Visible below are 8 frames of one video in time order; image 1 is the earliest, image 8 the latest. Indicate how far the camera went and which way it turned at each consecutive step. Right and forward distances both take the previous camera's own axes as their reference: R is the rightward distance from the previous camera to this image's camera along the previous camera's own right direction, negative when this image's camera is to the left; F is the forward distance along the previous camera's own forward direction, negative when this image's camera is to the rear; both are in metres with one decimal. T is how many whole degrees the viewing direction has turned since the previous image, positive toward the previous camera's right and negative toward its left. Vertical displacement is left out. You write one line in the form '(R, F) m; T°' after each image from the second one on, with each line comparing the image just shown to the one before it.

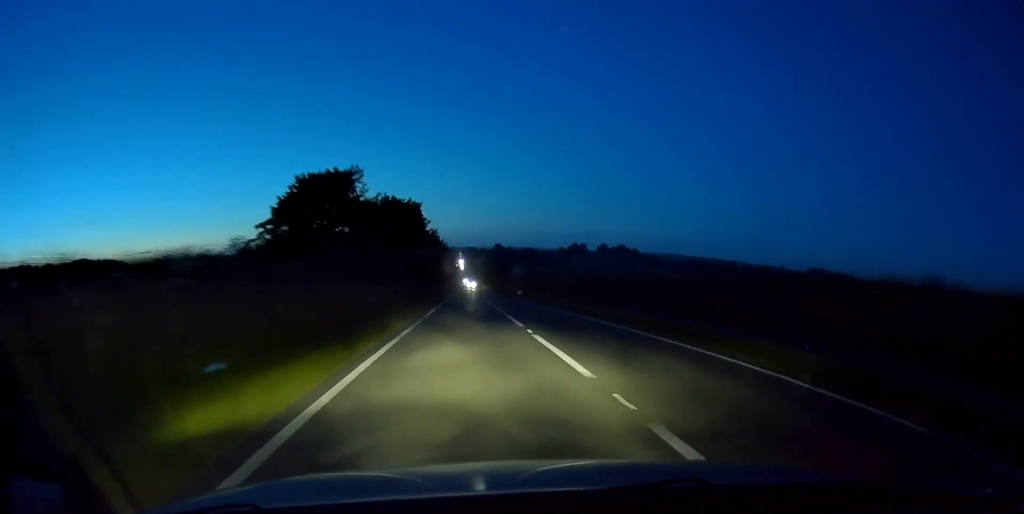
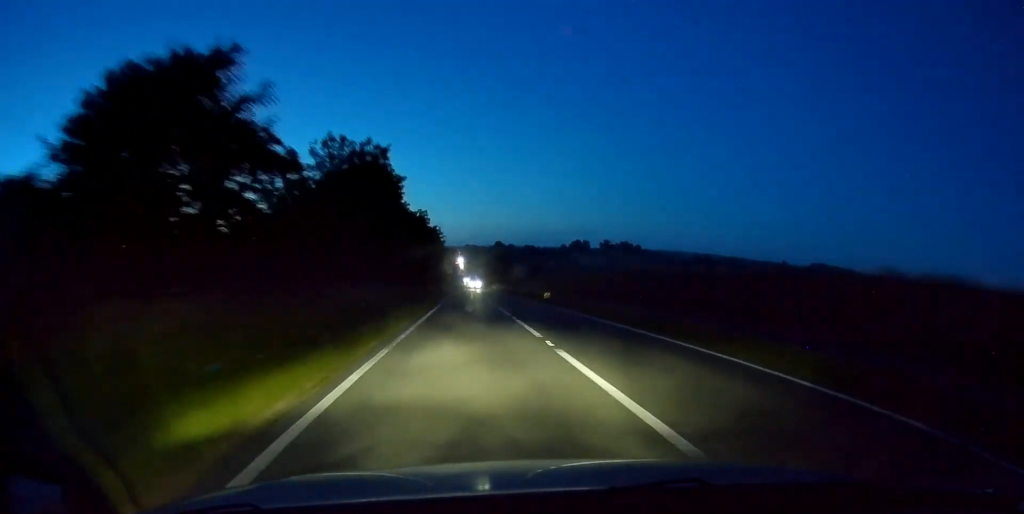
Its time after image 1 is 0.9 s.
(-0.4, +22.2) m; 0°
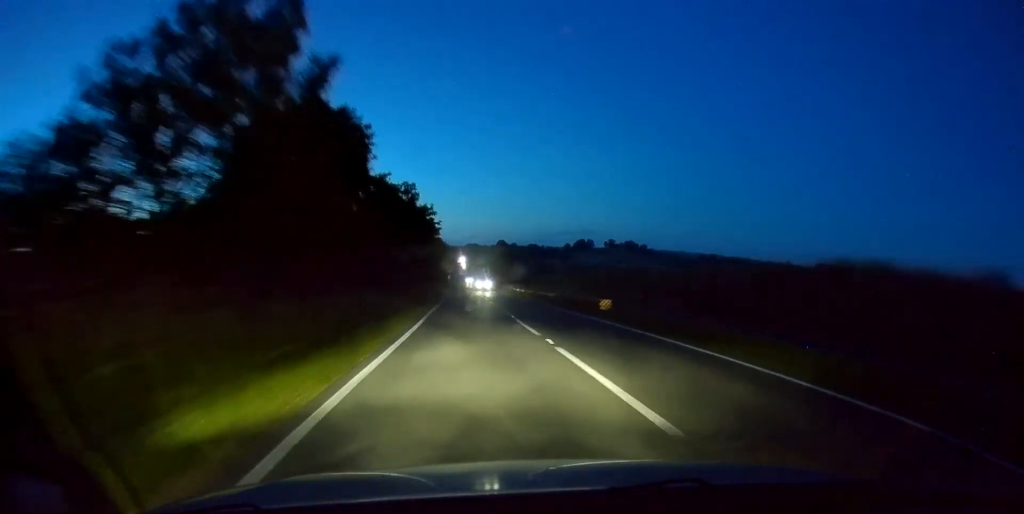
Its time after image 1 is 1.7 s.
(+0.6, +17.3) m; 0°
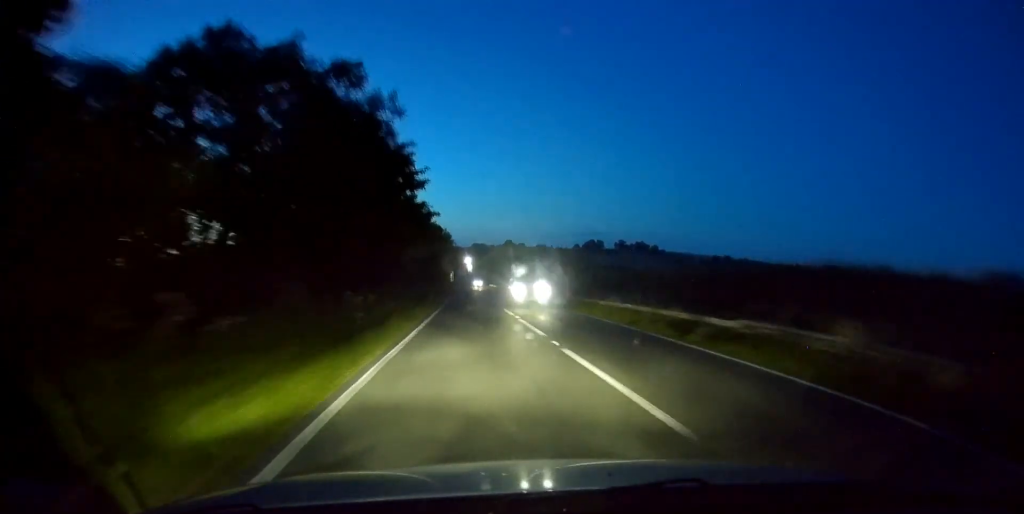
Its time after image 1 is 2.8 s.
(-0.6, +26.9) m; -1°
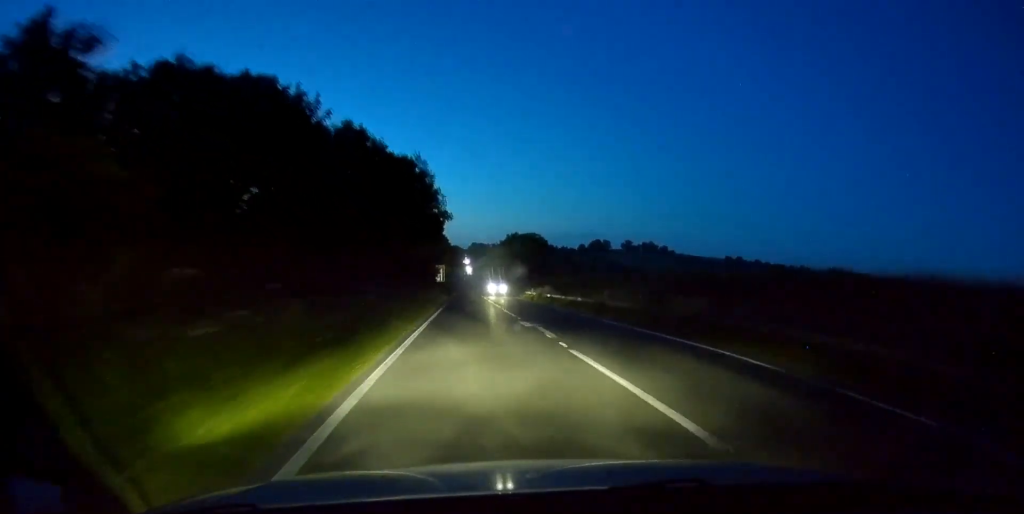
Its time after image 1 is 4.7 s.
(0.0, +45.1) m; 0°
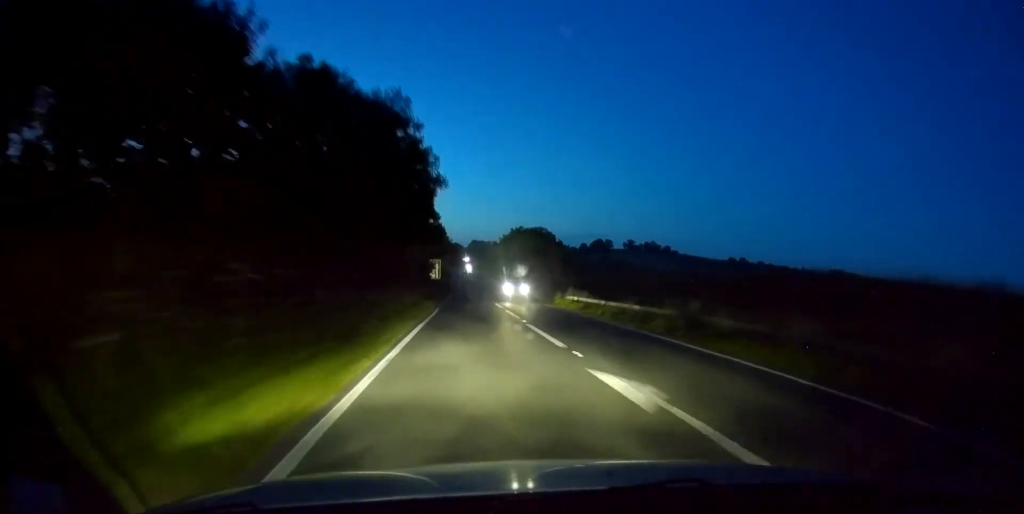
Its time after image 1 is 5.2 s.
(0.0, +11.1) m; 0°
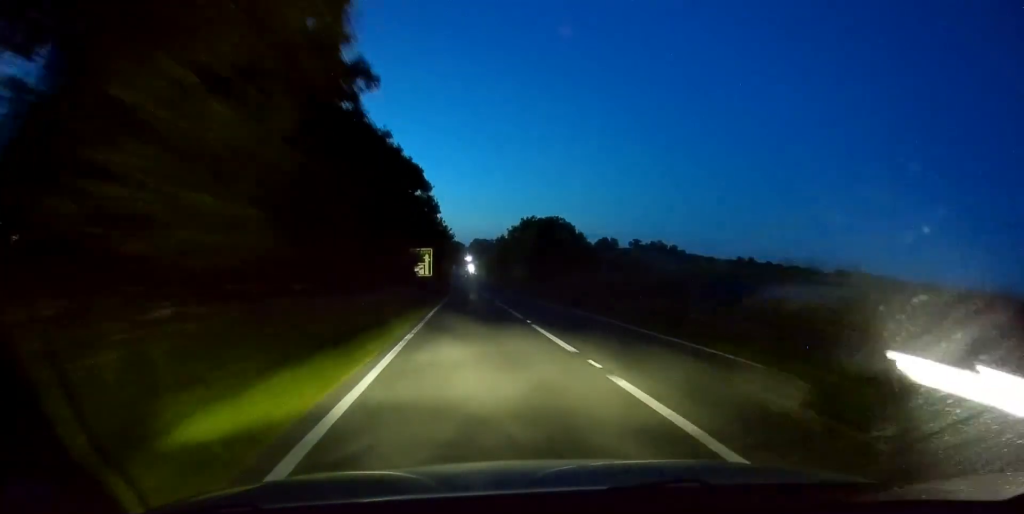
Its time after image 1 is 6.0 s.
(+0.1, +19.0) m; 0°
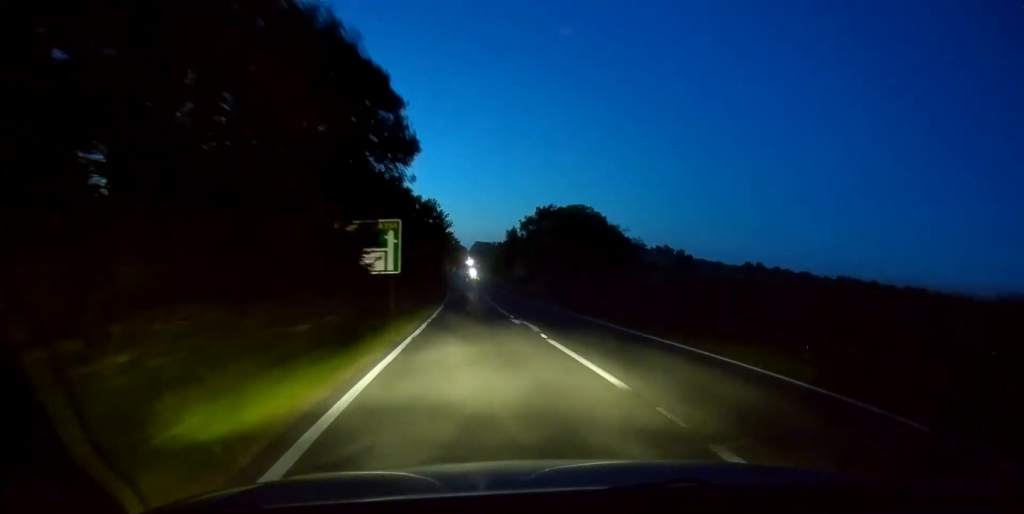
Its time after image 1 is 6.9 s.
(-0.2, +21.5) m; 0°
